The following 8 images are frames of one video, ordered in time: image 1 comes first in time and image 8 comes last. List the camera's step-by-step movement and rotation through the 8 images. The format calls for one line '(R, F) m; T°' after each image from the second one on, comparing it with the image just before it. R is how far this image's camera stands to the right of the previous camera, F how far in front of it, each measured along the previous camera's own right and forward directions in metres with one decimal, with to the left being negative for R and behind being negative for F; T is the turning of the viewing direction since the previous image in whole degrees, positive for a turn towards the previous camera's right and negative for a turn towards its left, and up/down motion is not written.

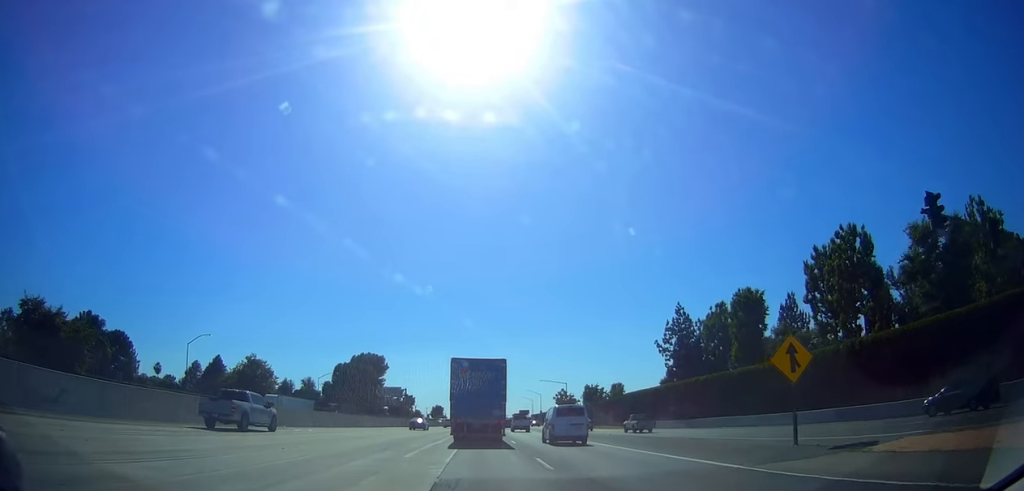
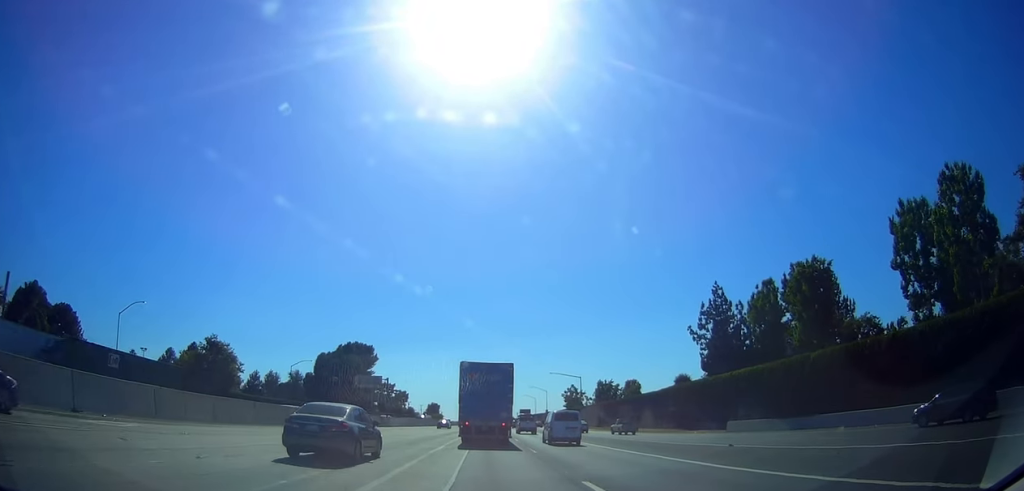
(0.0, +19.2) m; 0°
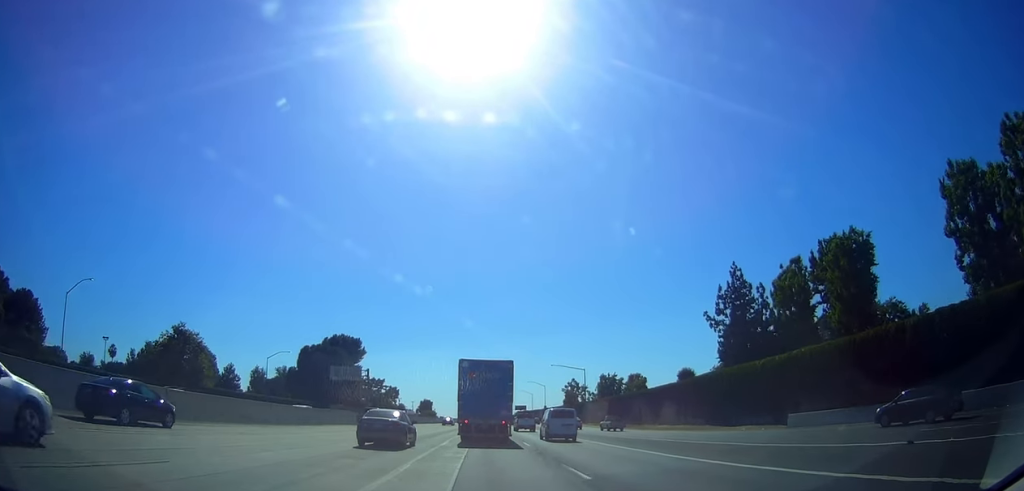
(0.0, +10.3) m; +1°
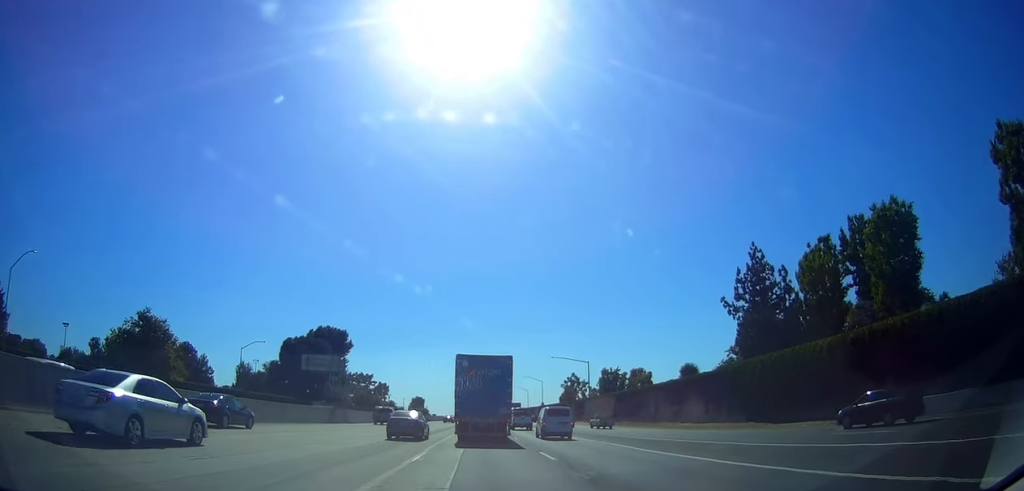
(0.0, +9.4) m; +4°
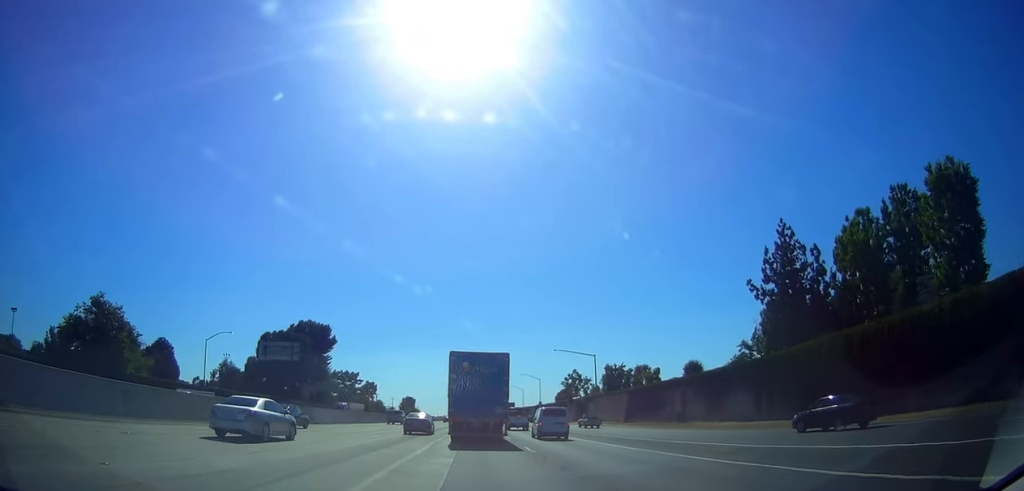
(+0.7, +11.4) m; 0°
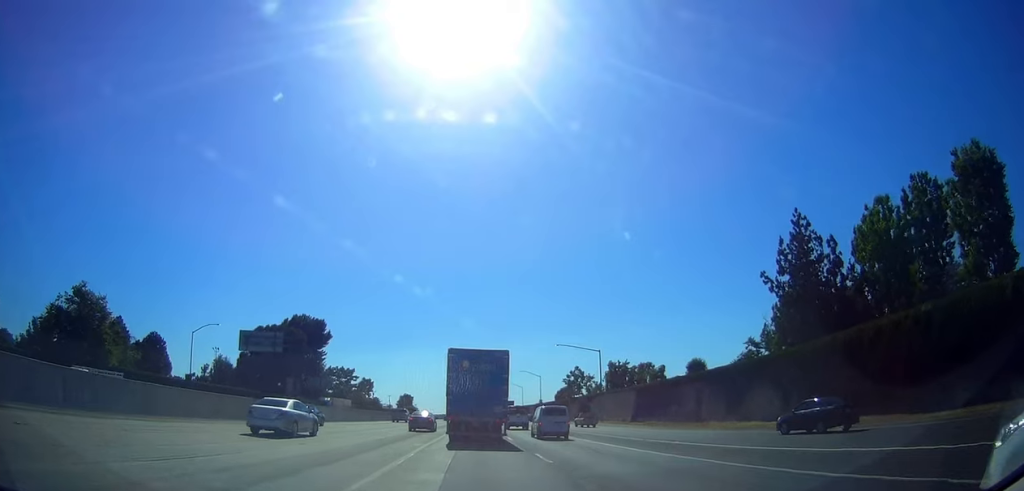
(-0.4, +4.5) m; 0°
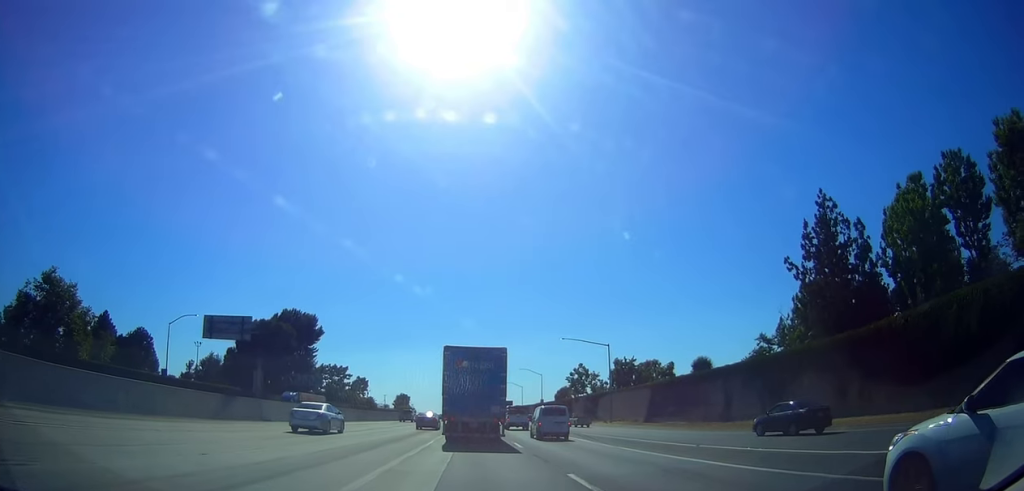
(-0.2, +7.0) m; +1°
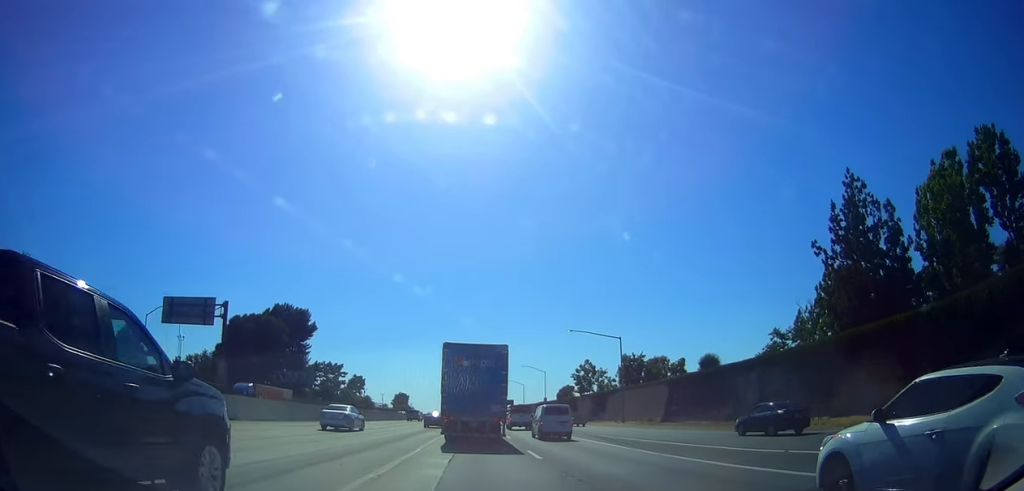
(+0.5, +6.5) m; +2°
